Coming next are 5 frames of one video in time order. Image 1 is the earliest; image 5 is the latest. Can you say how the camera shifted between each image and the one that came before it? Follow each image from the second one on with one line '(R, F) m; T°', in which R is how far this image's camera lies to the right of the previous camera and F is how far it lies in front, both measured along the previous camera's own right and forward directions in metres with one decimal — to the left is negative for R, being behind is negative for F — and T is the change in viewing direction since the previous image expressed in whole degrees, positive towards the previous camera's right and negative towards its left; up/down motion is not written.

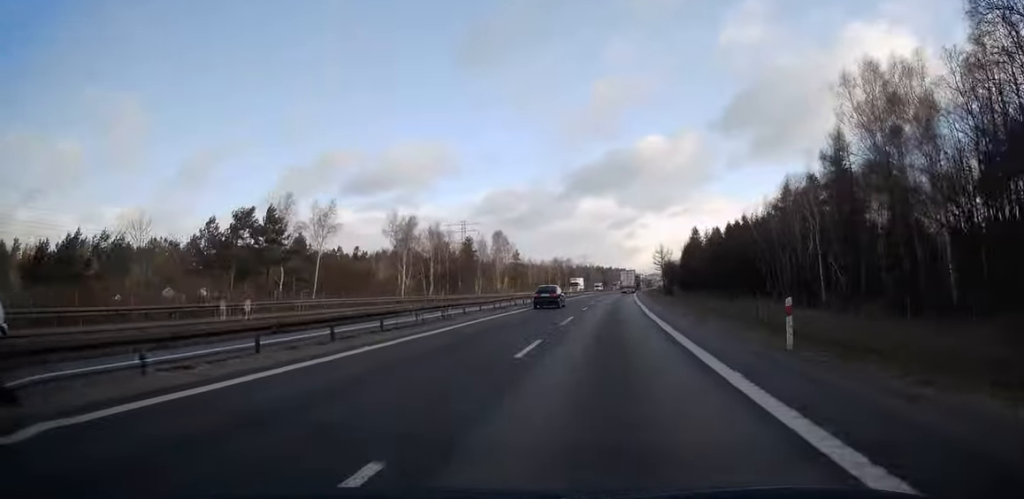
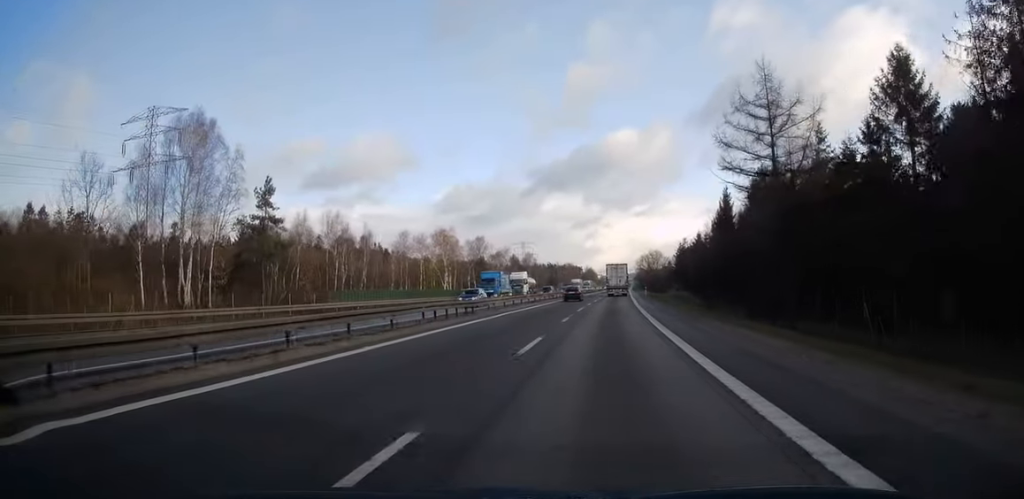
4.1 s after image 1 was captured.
(+5.6, +130.5) m; +4°
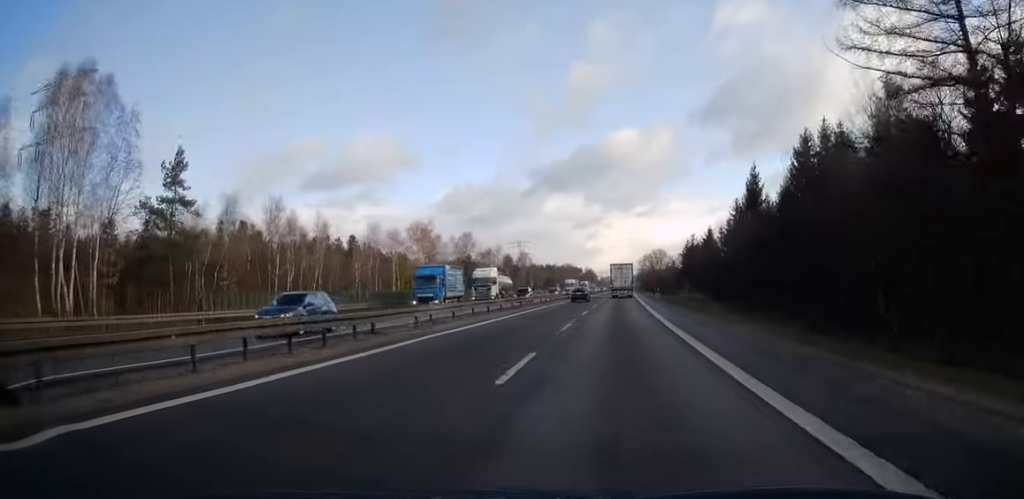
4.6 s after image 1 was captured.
(0.0, +16.5) m; 0°
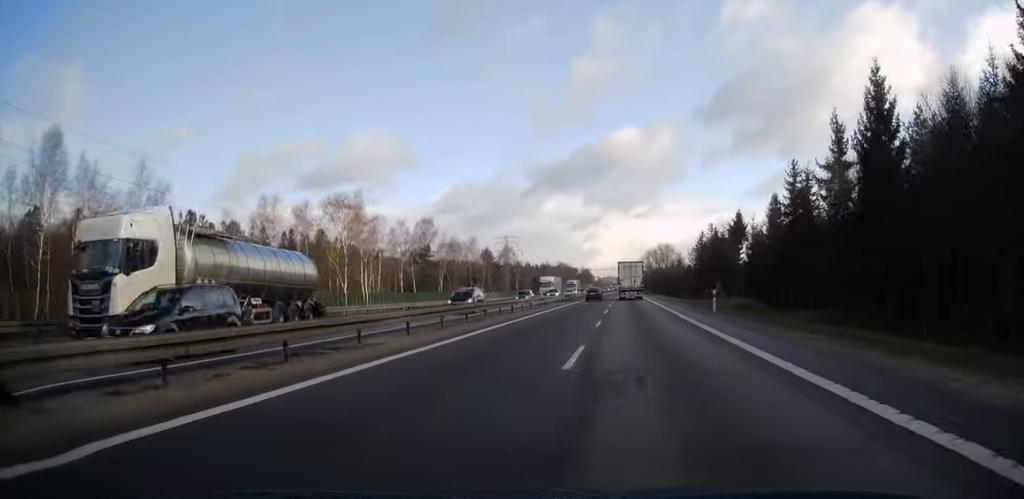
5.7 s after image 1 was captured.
(0.0, +34.0) m; 0°
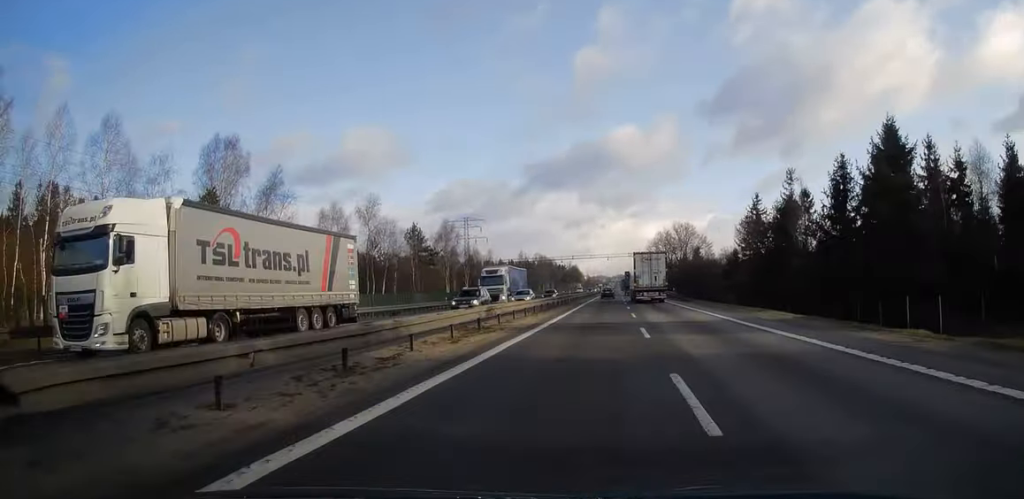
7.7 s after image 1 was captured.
(+0.4, +65.2) m; +1°
